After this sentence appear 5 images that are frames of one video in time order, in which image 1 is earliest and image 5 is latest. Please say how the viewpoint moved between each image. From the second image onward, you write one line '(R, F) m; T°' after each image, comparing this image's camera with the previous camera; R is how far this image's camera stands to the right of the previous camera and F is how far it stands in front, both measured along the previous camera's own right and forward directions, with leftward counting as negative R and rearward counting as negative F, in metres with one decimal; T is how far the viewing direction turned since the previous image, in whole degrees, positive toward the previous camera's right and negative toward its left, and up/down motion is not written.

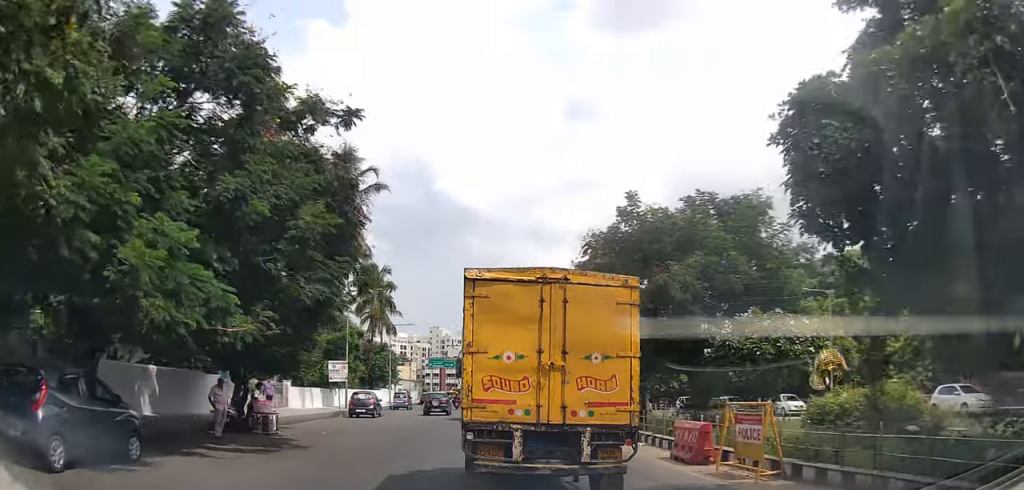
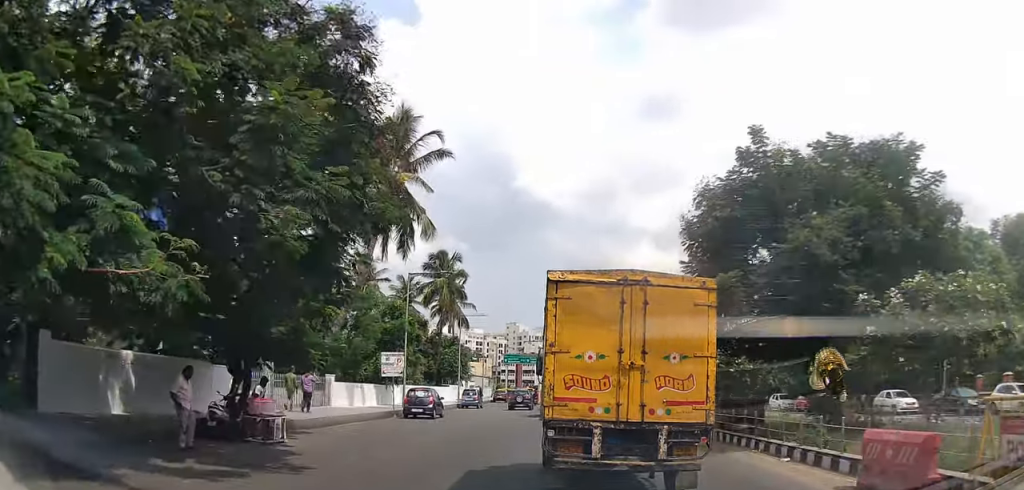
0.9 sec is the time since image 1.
(-0.8, +5.6) m; -12°
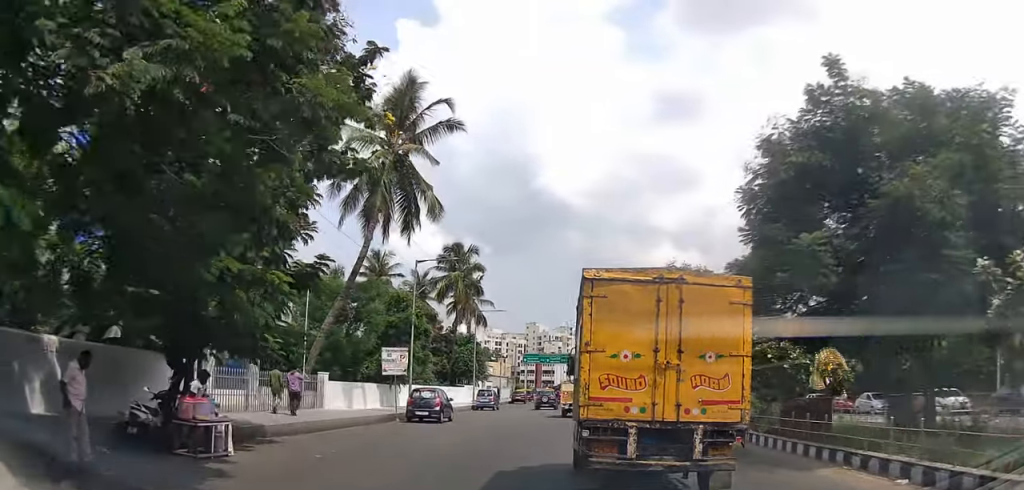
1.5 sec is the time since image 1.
(-0.2, +3.9) m; -4°
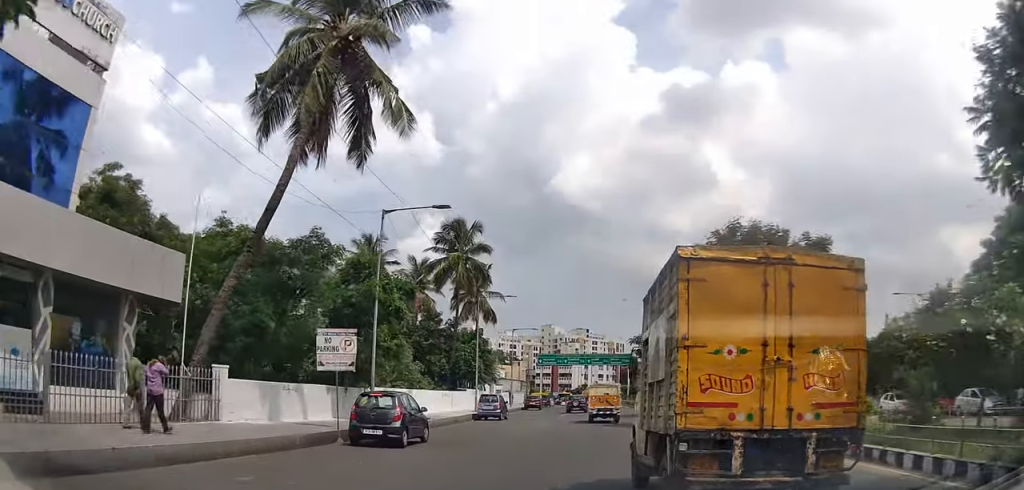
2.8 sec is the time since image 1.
(-0.4, +12.3) m; -2°
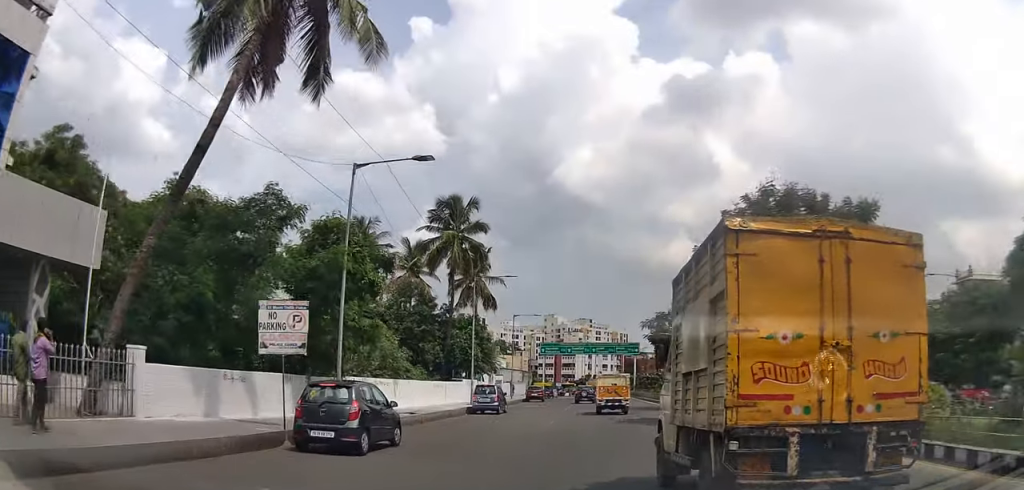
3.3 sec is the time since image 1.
(0.0, +5.1) m; 0°
